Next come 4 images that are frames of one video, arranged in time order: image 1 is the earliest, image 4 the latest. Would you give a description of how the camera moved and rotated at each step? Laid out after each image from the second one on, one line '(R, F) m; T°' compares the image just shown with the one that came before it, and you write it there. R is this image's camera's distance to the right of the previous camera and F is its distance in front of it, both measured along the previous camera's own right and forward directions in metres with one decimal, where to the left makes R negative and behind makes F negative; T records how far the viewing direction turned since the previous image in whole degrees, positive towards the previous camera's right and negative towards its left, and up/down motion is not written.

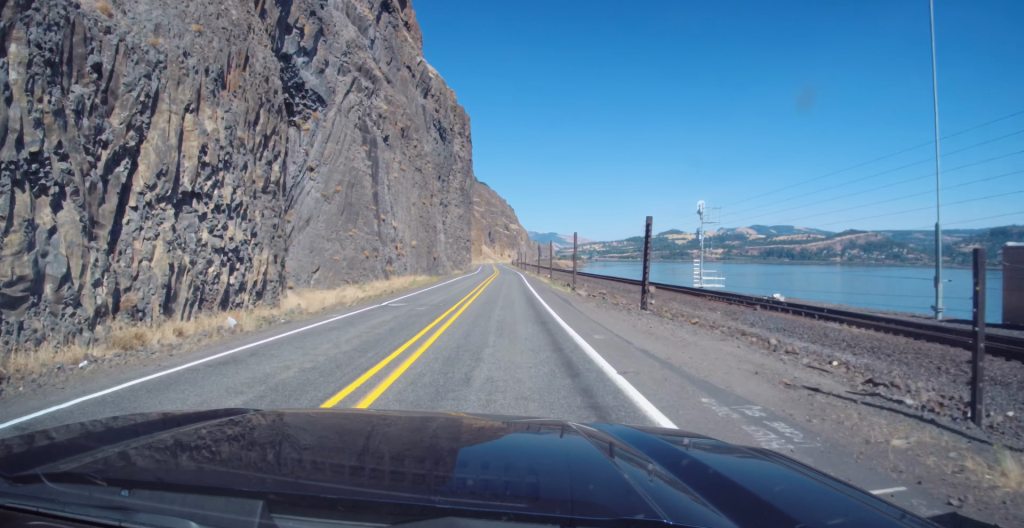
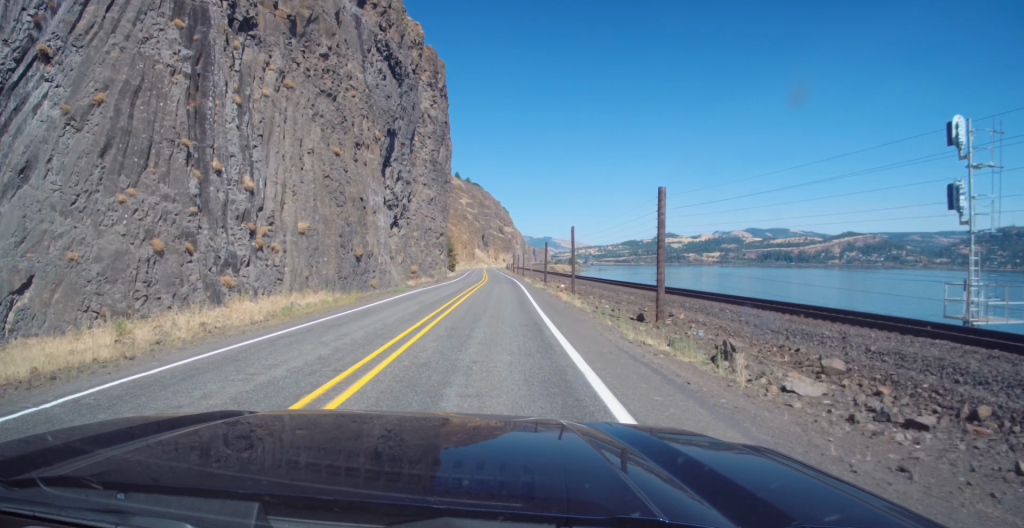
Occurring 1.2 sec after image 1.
(+0.4, +32.1) m; +1°
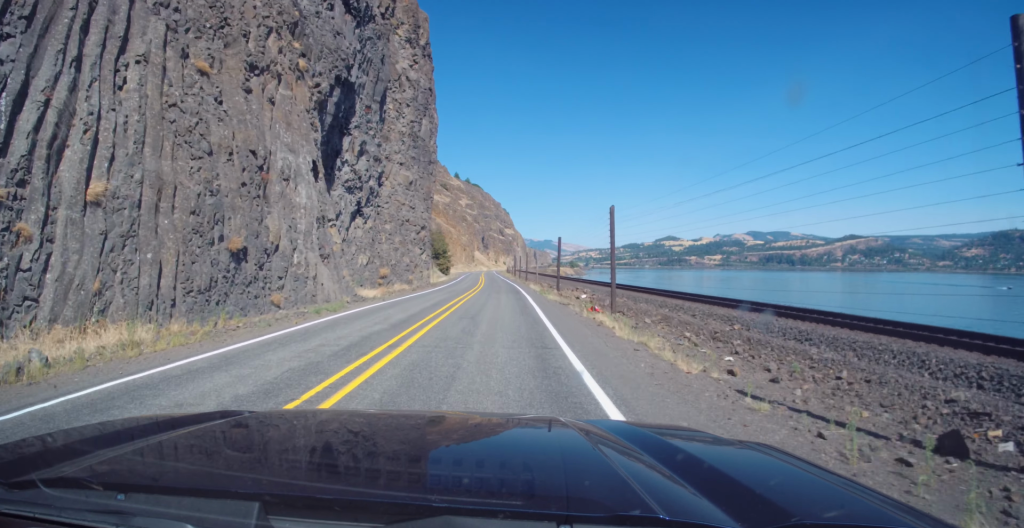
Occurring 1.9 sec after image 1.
(0.0, +16.4) m; 0°
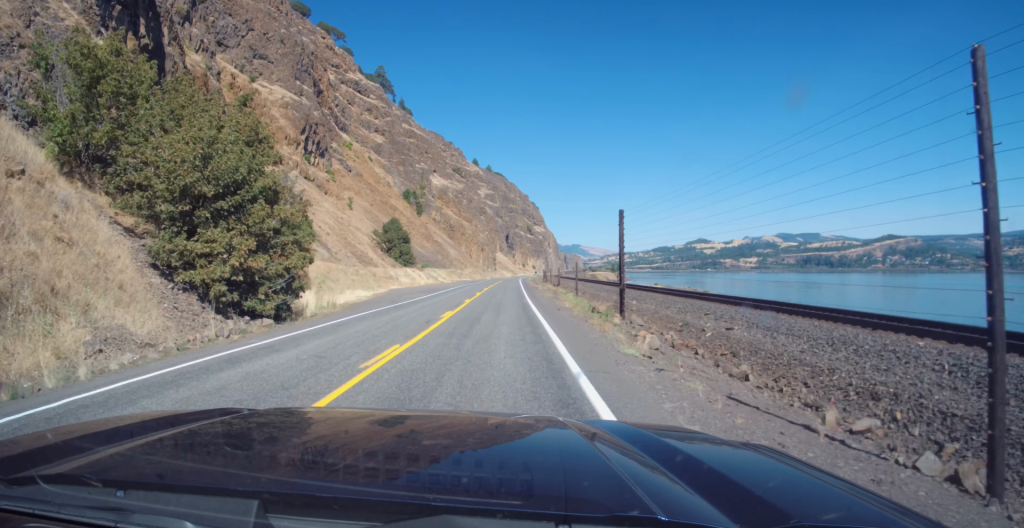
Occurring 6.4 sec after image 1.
(-0.9, +117.0) m; -3°
